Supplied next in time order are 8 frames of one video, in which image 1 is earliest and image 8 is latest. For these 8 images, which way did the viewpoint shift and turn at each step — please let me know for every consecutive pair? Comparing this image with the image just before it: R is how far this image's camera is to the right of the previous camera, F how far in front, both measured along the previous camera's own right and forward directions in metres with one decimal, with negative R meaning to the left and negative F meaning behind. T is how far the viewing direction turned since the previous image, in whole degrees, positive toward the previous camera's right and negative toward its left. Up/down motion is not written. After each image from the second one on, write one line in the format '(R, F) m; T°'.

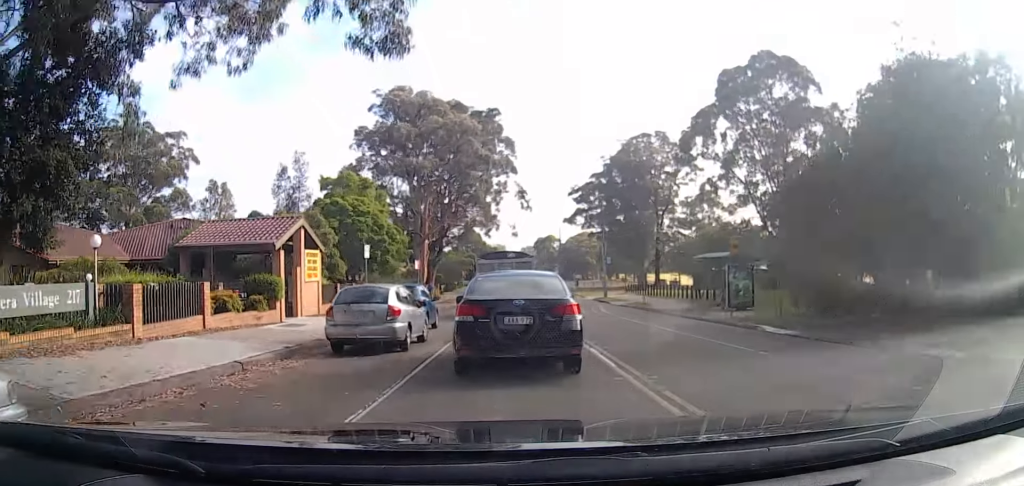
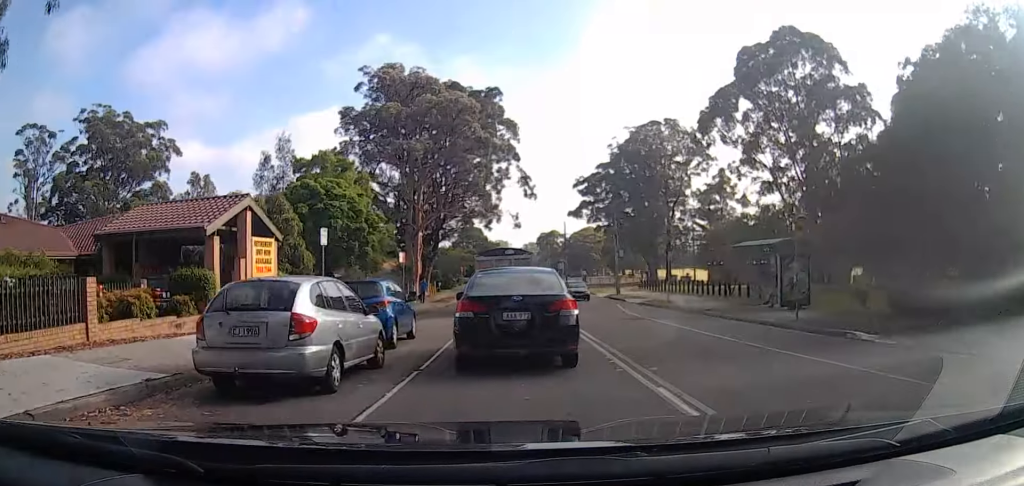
(-0.3, +4.9) m; -2°
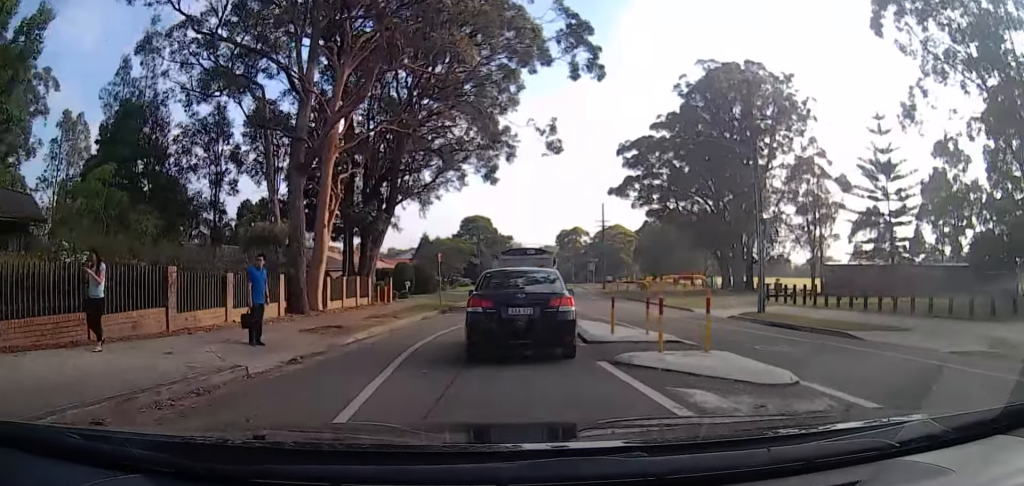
(+2.2, +30.2) m; +5°
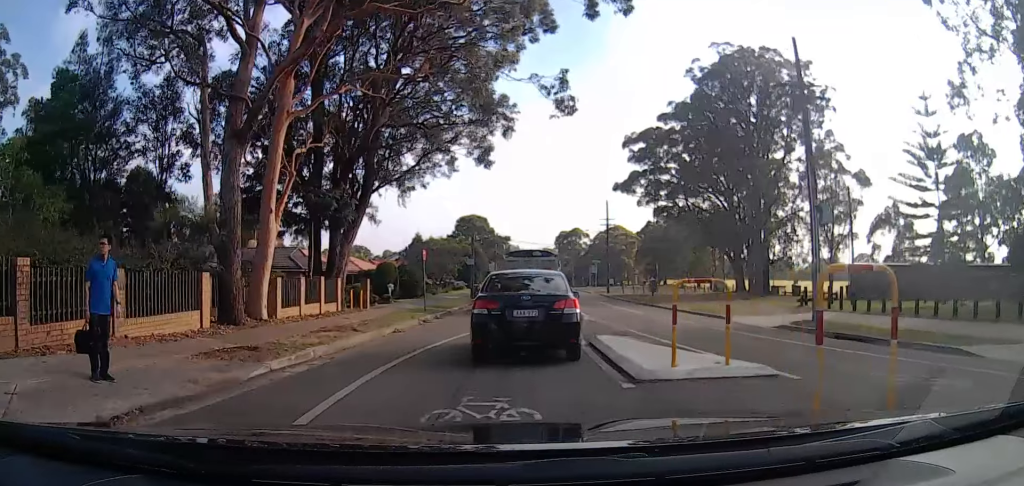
(-0.1, +5.5) m; -1°
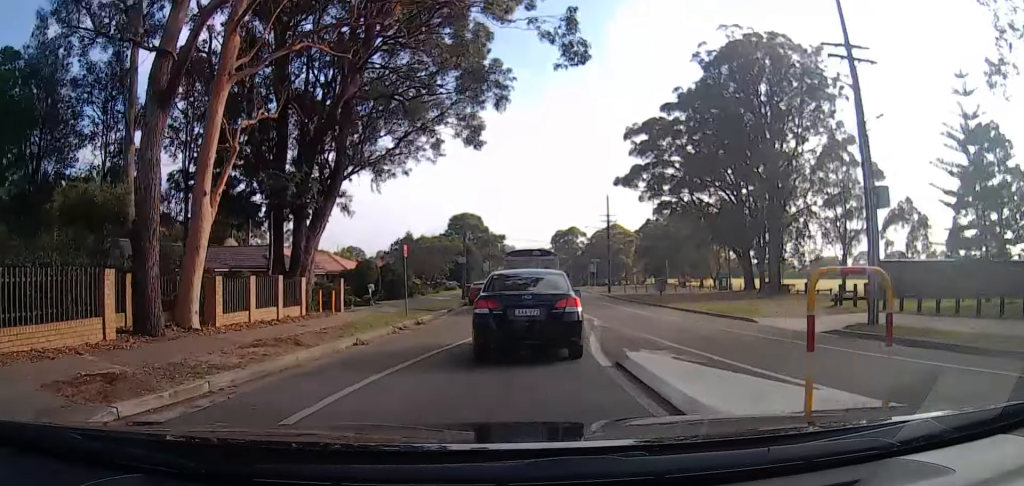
(0.0, +4.2) m; -1°
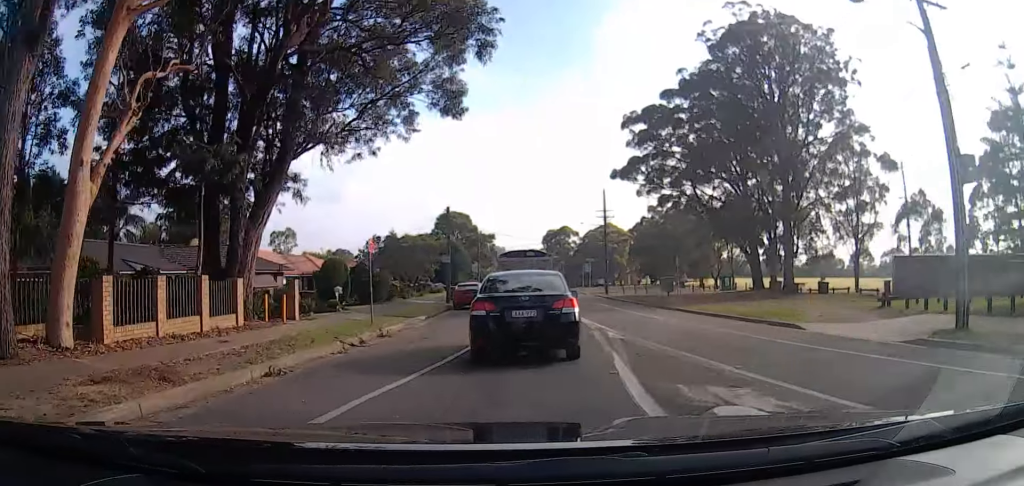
(0.0, +4.8) m; 0°
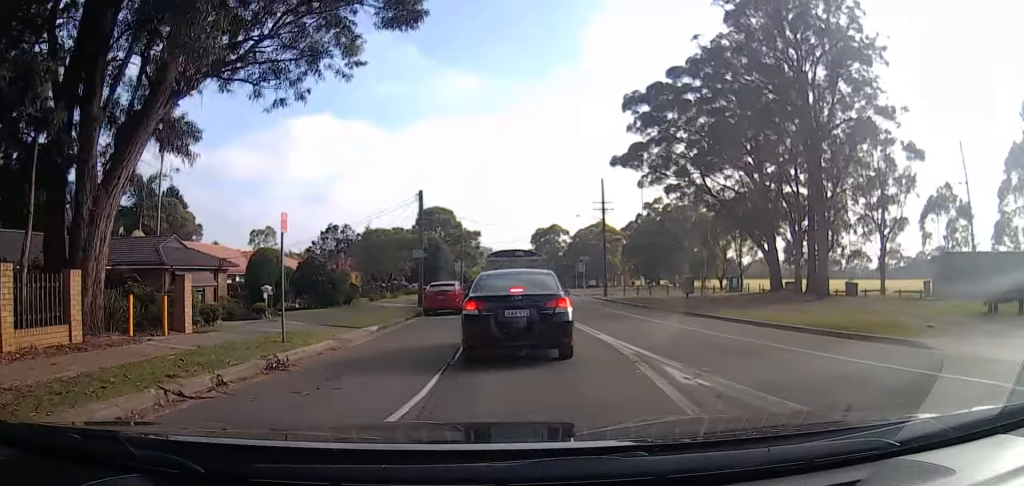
(0.0, +7.5) m; 0°
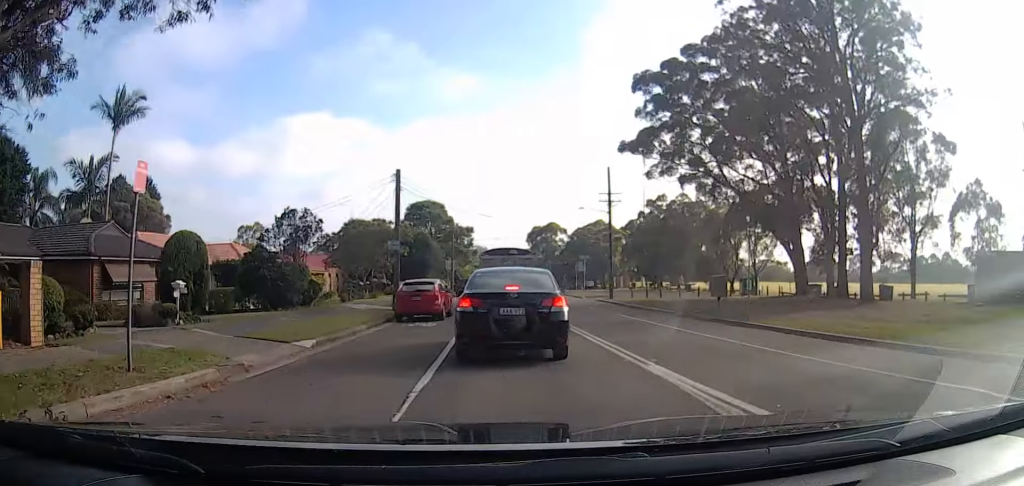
(0.0, +5.8) m; 0°
